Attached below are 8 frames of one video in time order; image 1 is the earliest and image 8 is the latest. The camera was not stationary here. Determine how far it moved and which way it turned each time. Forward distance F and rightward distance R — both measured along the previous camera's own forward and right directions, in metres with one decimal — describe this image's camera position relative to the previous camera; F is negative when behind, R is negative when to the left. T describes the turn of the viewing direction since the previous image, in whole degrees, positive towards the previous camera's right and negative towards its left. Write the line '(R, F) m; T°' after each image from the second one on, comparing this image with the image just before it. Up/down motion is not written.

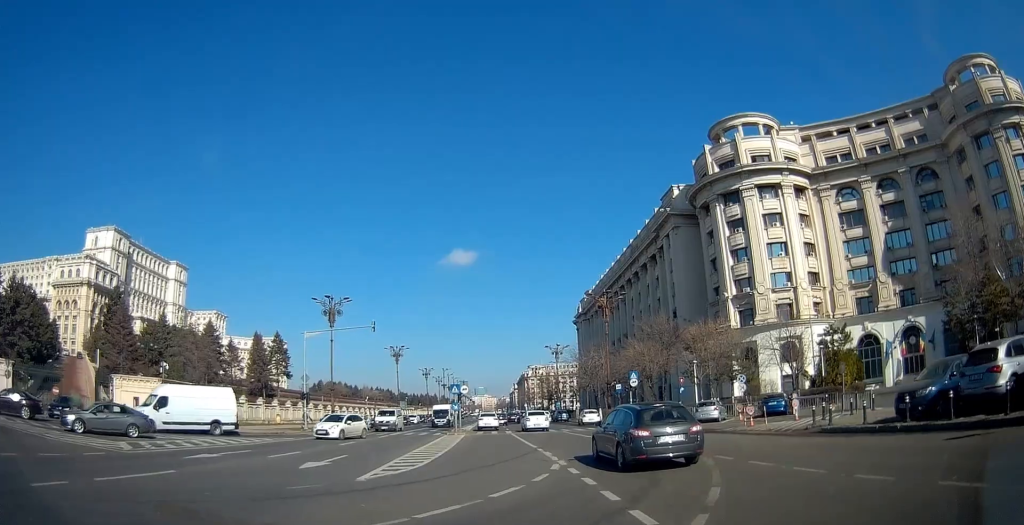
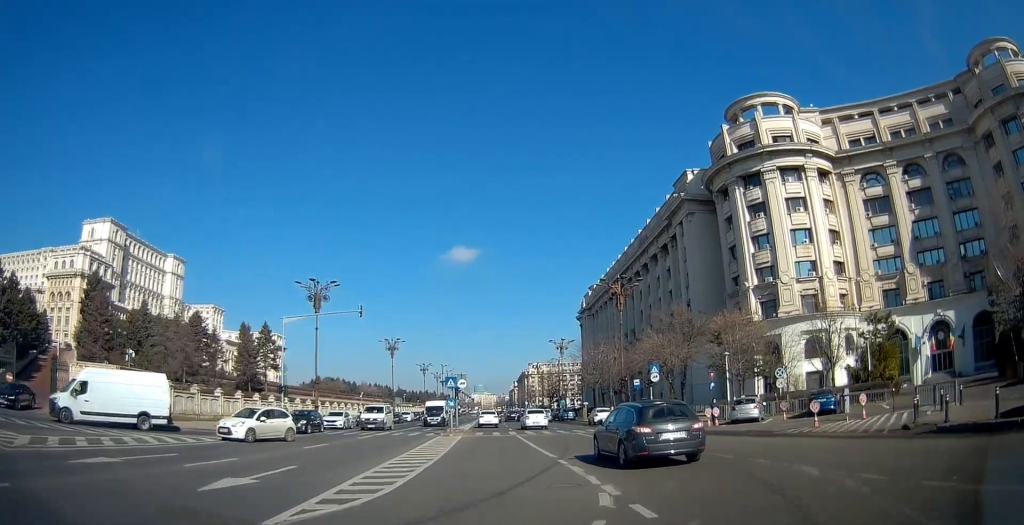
(-0.1, +5.8) m; -1°
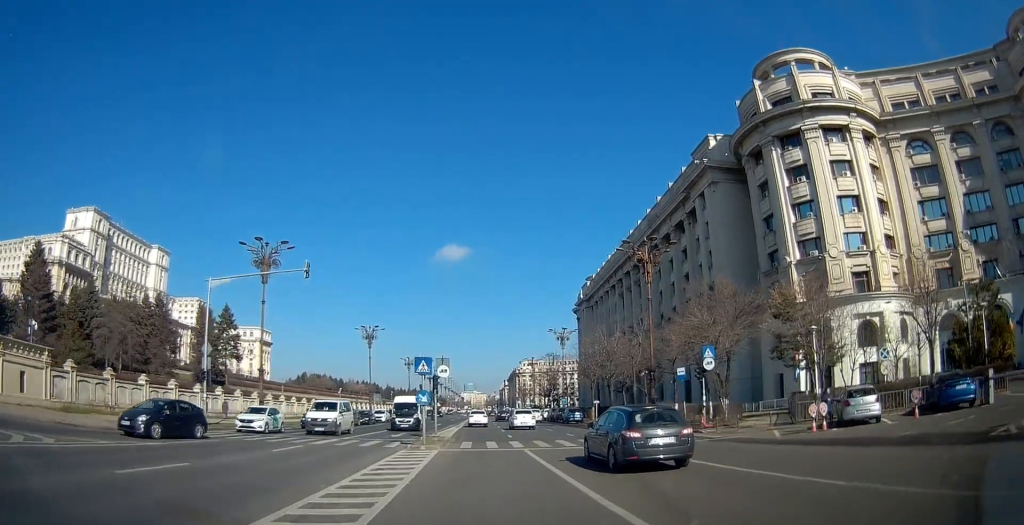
(-0.2, +11.6) m; 0°
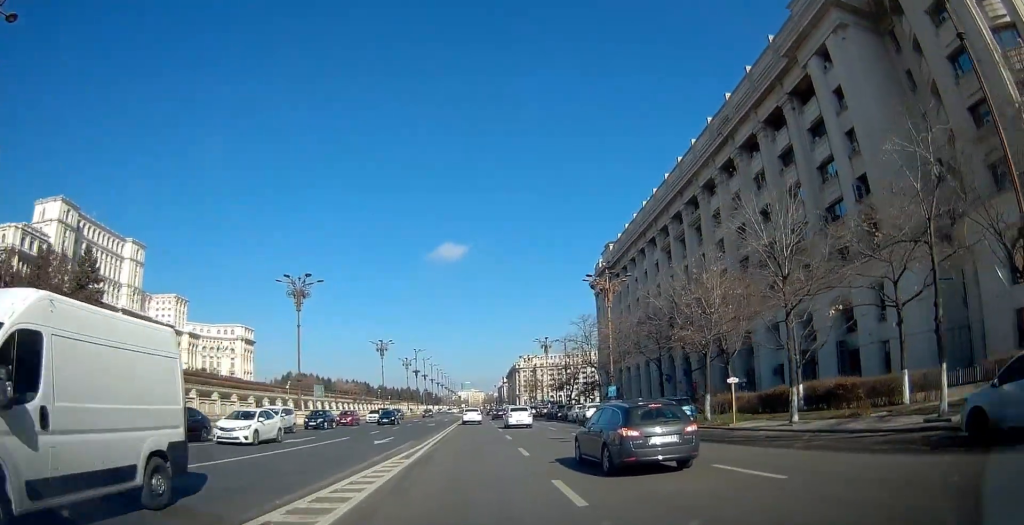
(+1.8, +31.3) m; +5°
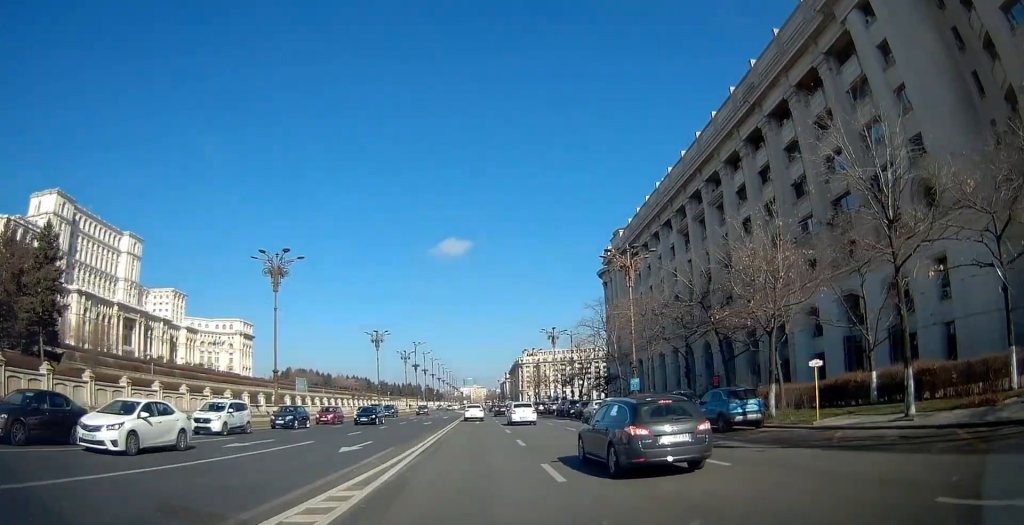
(+0.1, +6.6) m; 0°
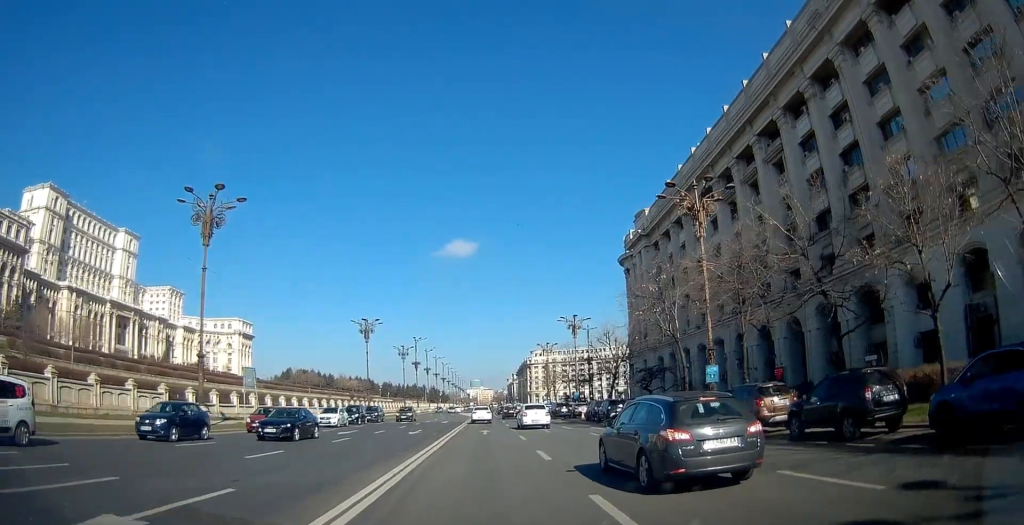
(-0.2, +13.6) m; -1°
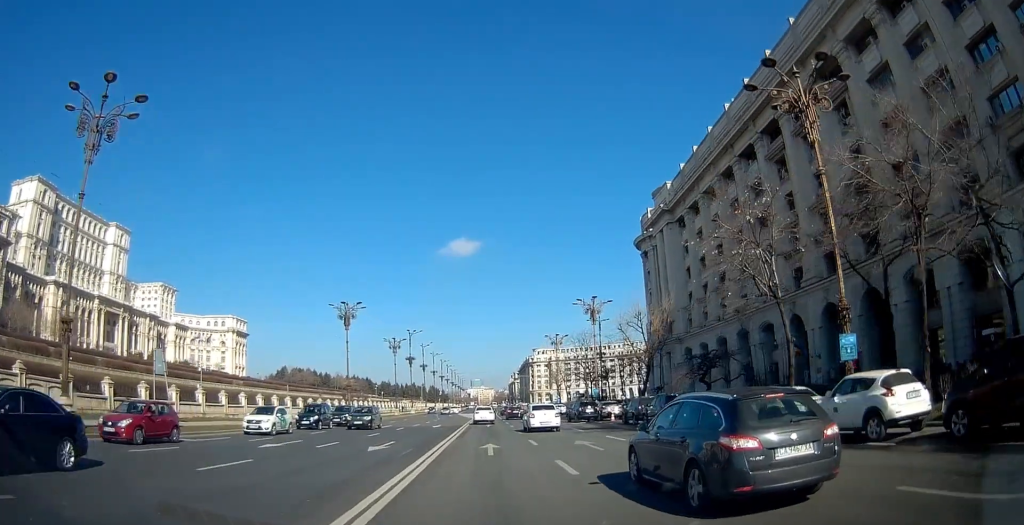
(+0.1, +12.3) m; +1°
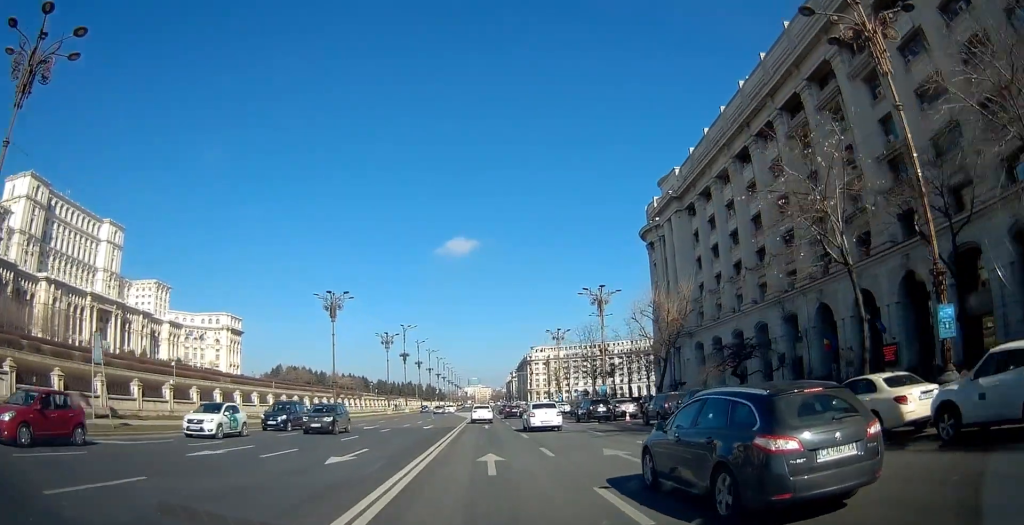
(0.0, +5.2) m; +1°
